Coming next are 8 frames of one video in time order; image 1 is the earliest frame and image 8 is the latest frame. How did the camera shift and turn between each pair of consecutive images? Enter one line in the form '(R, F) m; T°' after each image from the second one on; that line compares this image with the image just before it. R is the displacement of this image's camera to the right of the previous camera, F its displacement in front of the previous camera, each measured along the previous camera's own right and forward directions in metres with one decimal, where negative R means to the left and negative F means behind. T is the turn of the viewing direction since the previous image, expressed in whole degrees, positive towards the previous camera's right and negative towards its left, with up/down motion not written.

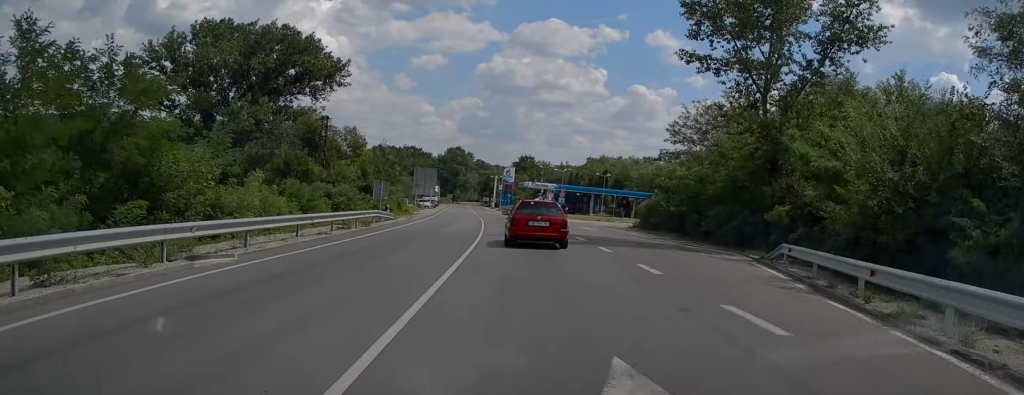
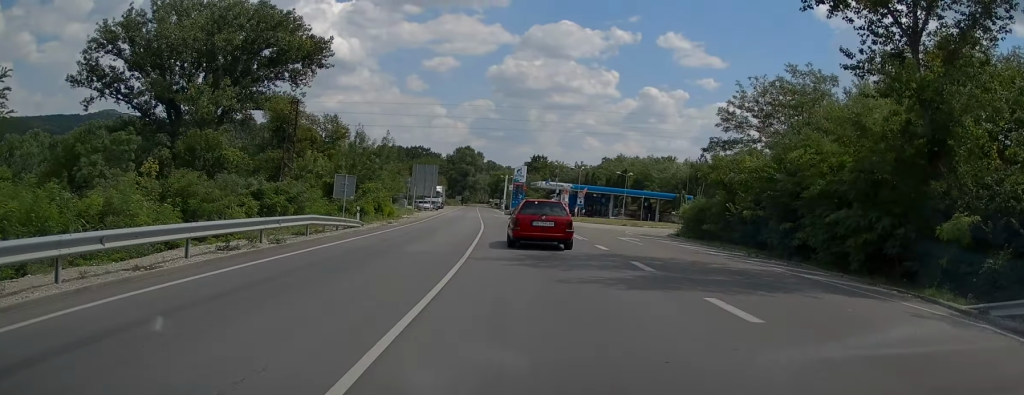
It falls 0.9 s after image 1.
(+0.1, +11.1) m; -2°
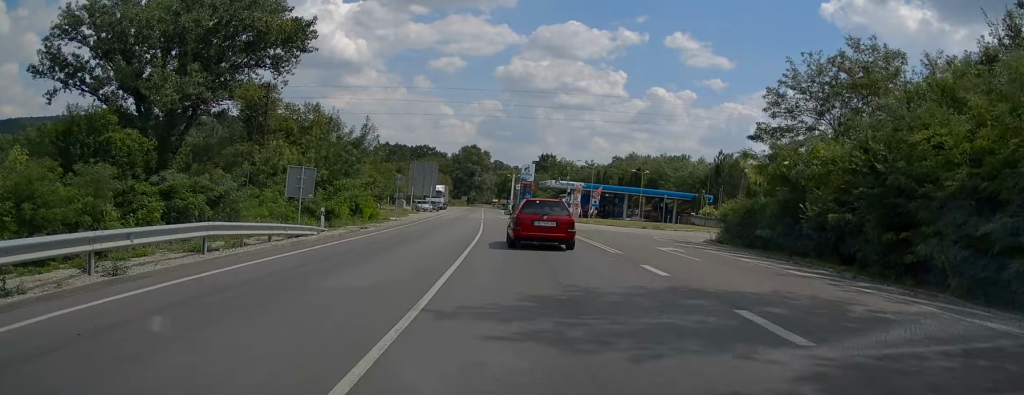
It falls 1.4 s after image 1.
(-0.1, +7.2) m; -1°
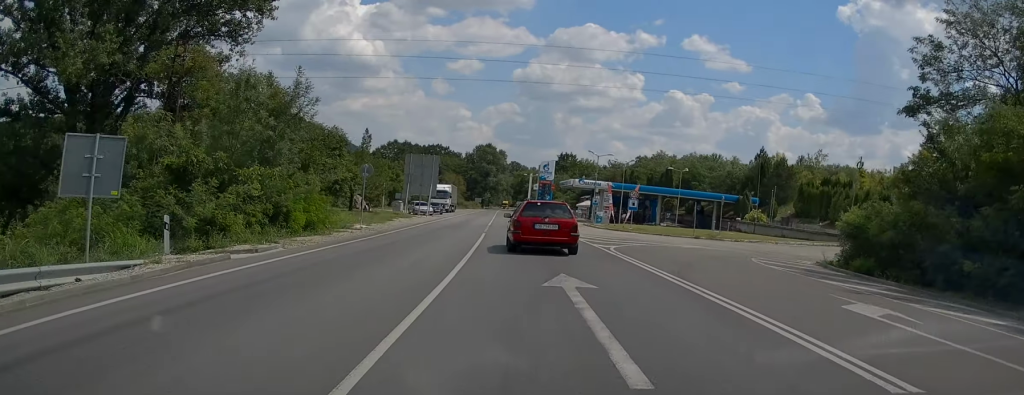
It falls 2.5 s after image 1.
(-0.3, +13.1) m; -1°
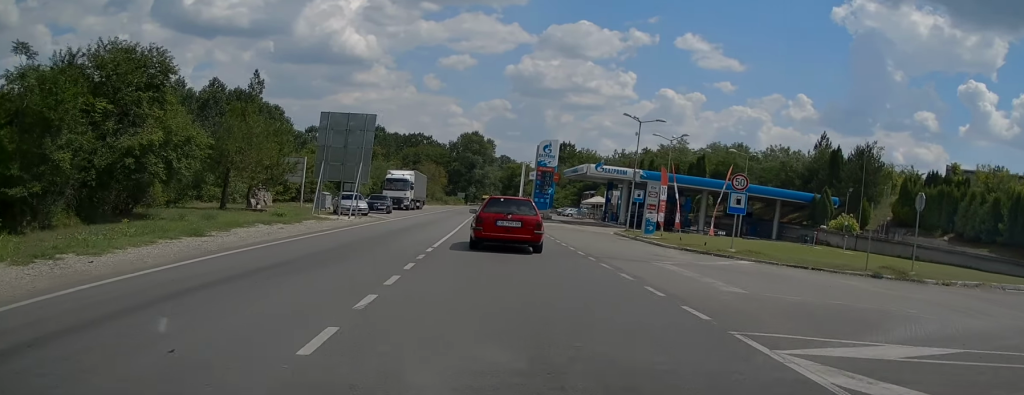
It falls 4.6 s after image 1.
(-0.1, +25.6) m; 0°
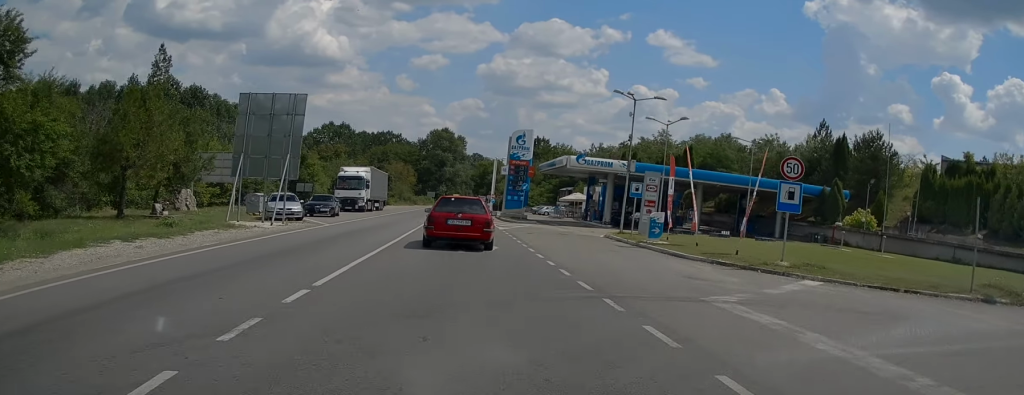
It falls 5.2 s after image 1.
(-0.1, +7.6) m; +1°
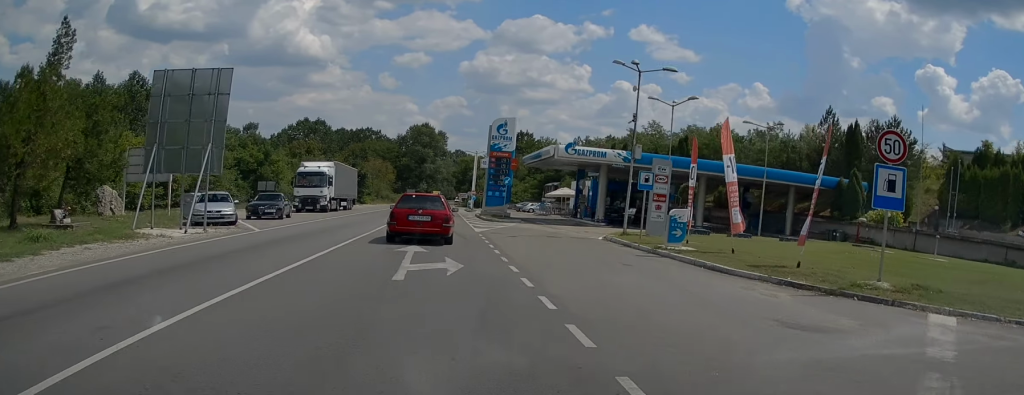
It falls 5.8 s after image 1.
(+0.3, +6.1) m; +1°
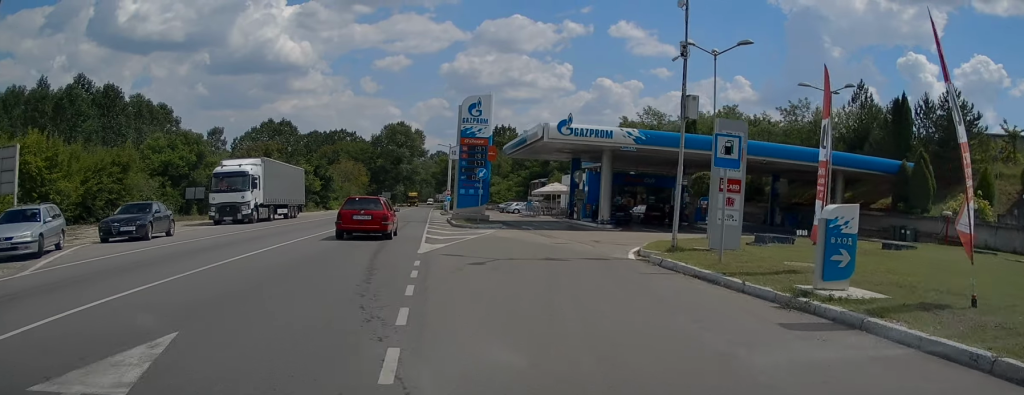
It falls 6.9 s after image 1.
(+0.1, +11.3) m; +2°
